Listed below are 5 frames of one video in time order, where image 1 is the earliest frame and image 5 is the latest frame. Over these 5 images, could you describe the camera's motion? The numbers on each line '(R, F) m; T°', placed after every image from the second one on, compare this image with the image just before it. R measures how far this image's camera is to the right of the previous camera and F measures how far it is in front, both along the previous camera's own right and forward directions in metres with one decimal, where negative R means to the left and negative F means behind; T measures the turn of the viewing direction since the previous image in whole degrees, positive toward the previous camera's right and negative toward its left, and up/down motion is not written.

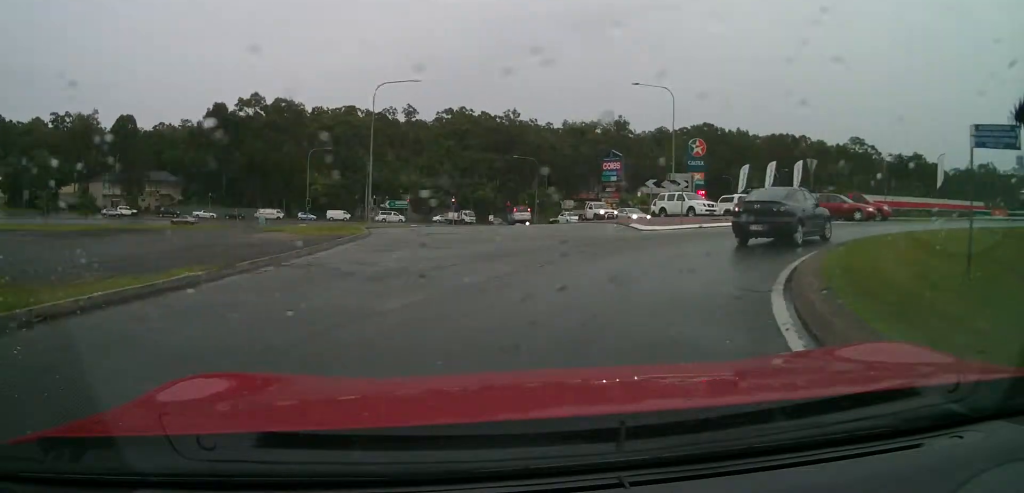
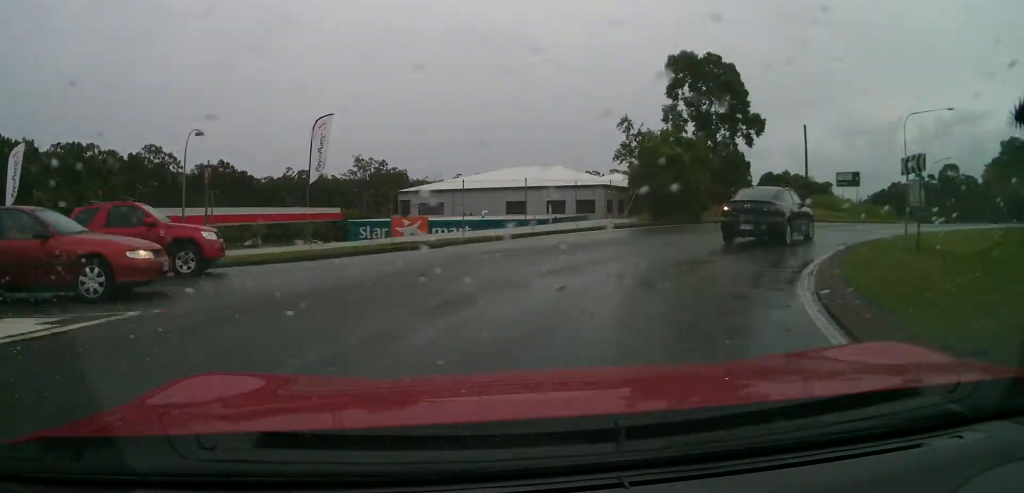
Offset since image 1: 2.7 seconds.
(+13.1, +19.6) m; +67°
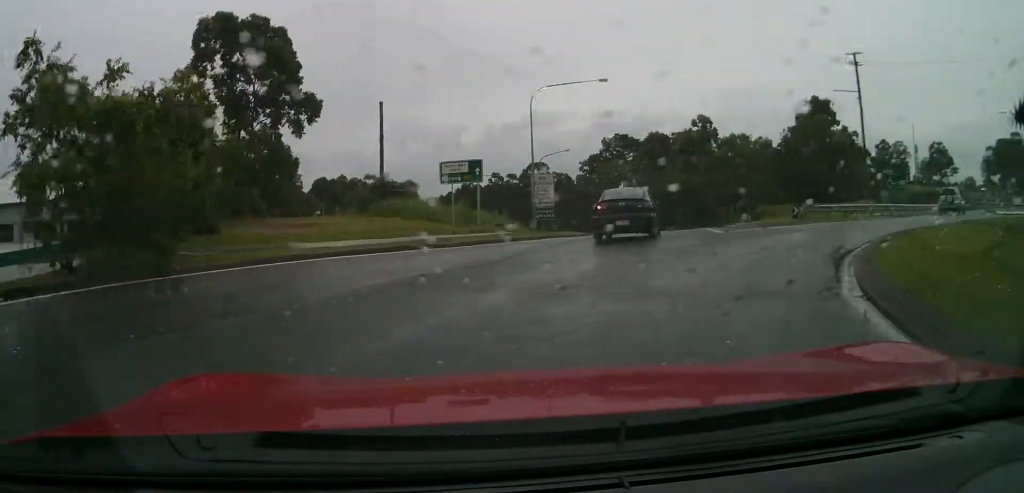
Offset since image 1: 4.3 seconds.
(+6.8, +14.1) m; +42°
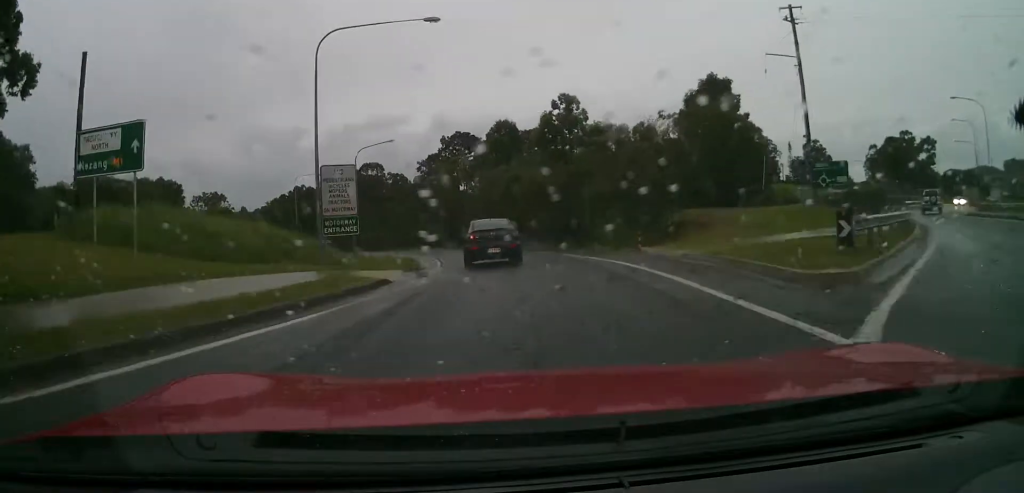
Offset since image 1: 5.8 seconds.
(0.0, +16.2) m; +1°
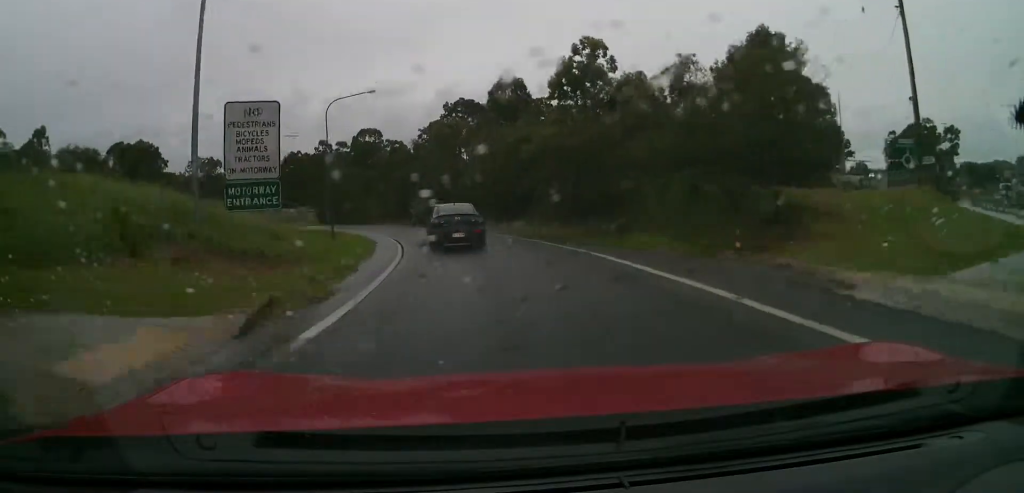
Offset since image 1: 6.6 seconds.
(+0.1, +10.8) m; +1°
